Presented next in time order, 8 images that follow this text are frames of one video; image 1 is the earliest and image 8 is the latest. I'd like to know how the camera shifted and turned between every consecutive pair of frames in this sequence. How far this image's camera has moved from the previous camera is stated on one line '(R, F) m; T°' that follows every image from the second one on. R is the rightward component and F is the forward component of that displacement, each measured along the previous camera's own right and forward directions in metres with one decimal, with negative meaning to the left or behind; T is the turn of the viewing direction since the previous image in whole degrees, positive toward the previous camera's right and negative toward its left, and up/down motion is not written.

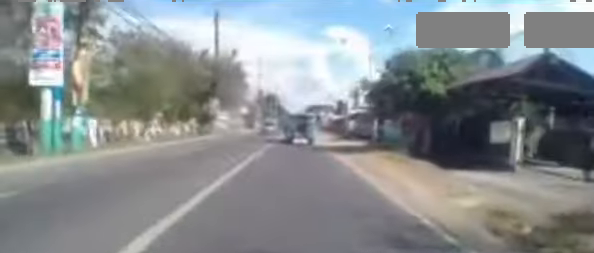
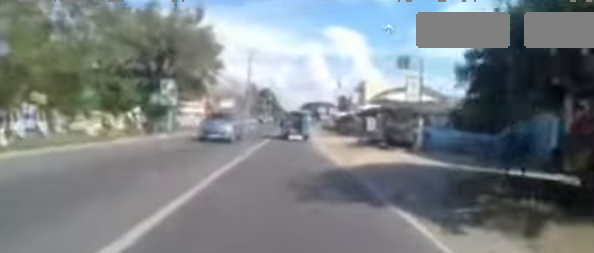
(+0.6, +10.6) m; +4°
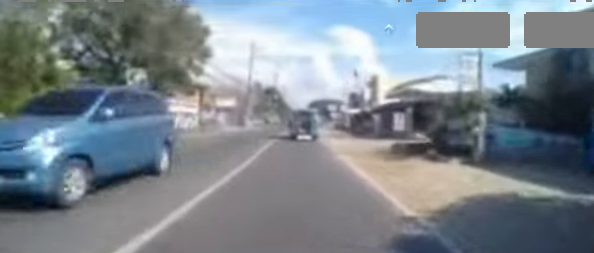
(-0.2, +5.2) m; -2°
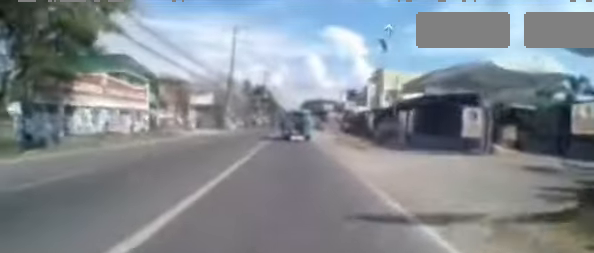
(-0.3, +9.1) m; -3°
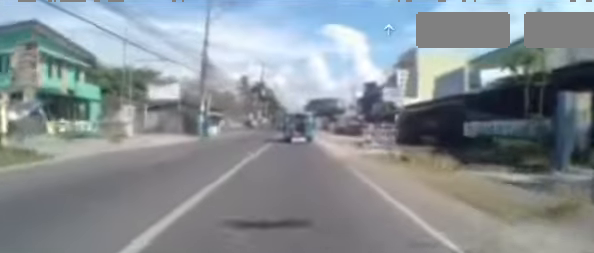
(+0.1, +13.2) m; +1°
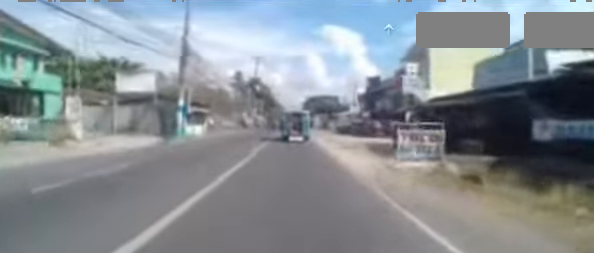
(0.0, +4.4) m; 0°
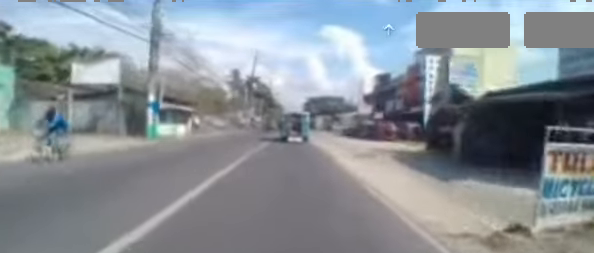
(-0.1, +5.0) m; 0°
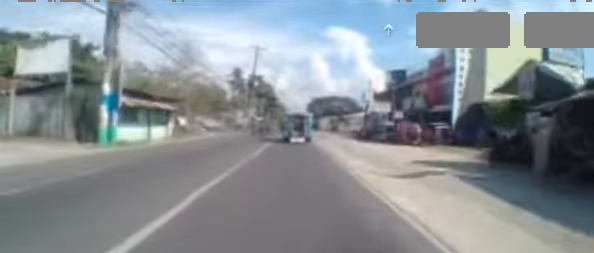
(+0.1, +4.8) m; +1°
